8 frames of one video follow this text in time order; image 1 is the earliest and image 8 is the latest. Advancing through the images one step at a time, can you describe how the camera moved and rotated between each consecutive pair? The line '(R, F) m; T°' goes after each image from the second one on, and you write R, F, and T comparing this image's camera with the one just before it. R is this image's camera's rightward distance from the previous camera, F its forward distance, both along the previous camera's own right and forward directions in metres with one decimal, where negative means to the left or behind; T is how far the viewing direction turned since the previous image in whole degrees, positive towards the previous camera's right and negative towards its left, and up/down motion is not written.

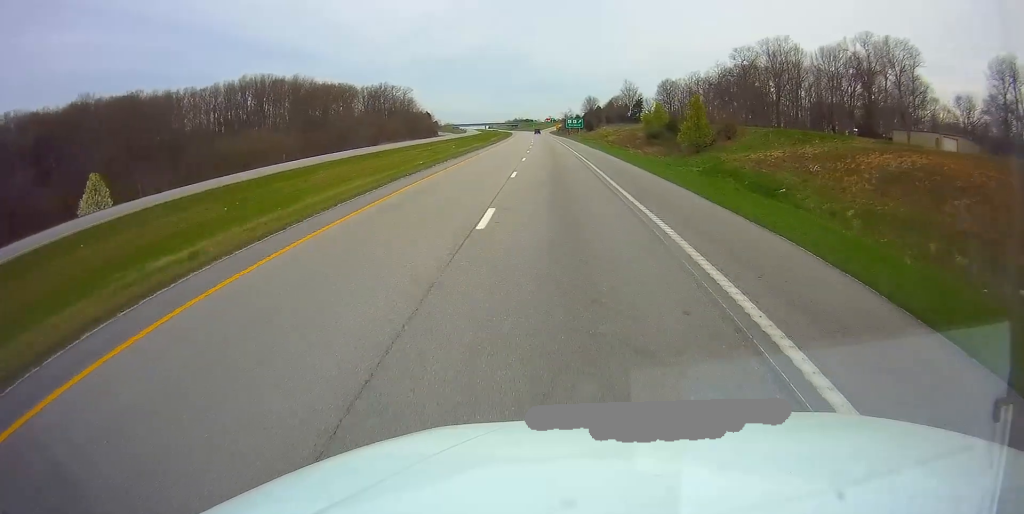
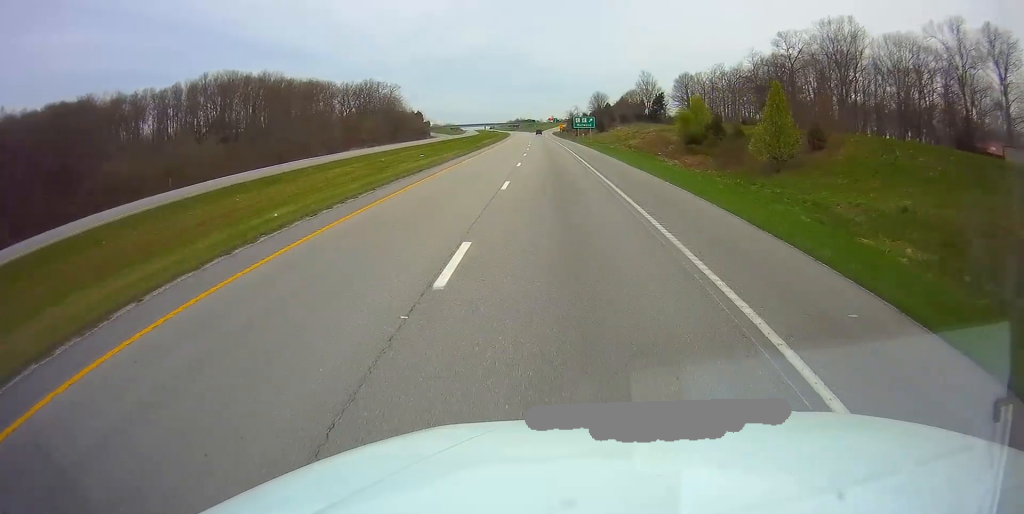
(-0.1, +28.7) m; 0°
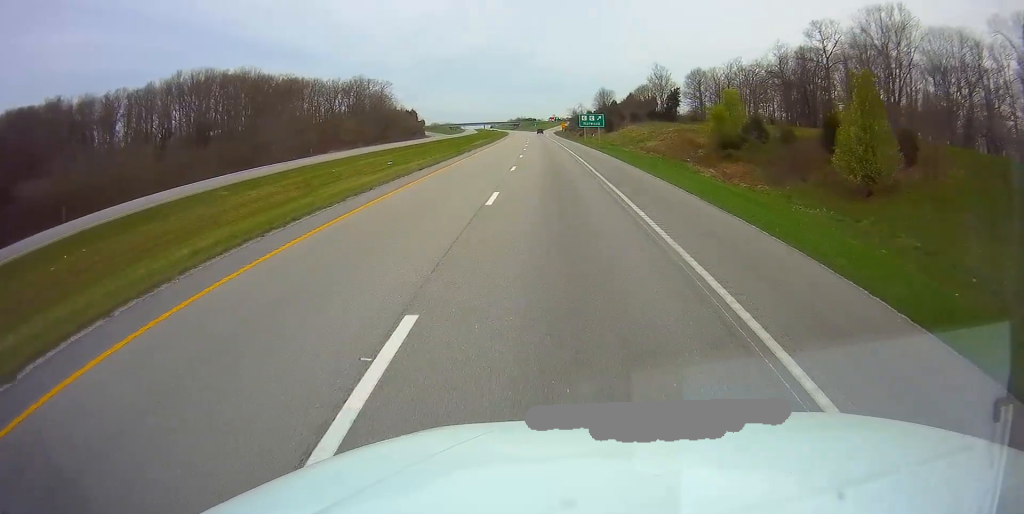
(0.0, +16.4) m; 0°
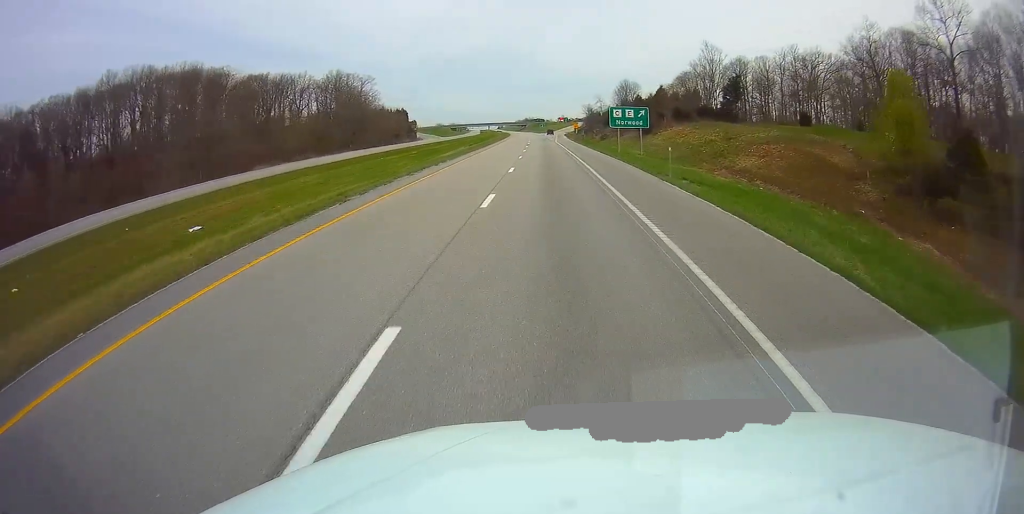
(-0.3, +36.9) m; -1°
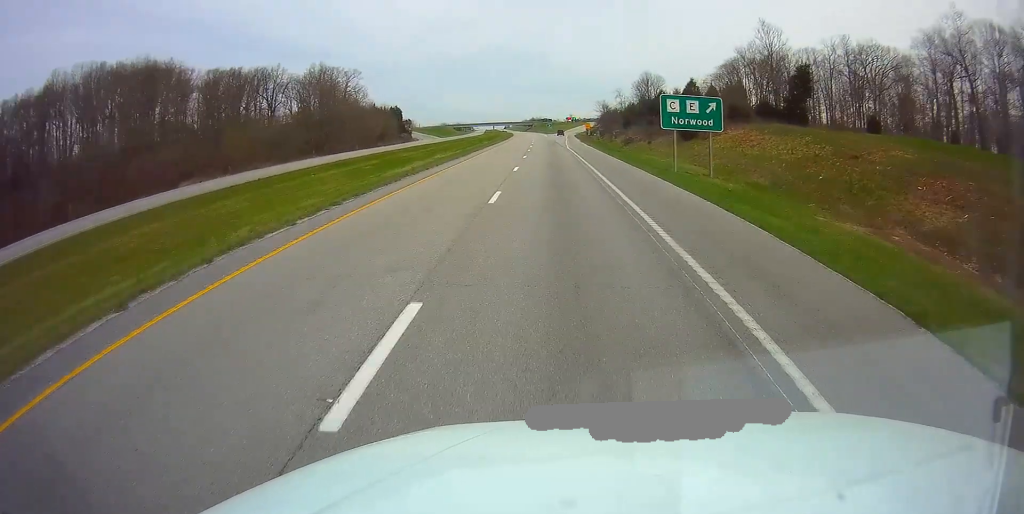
(-0.2, +23.4) m; 0°
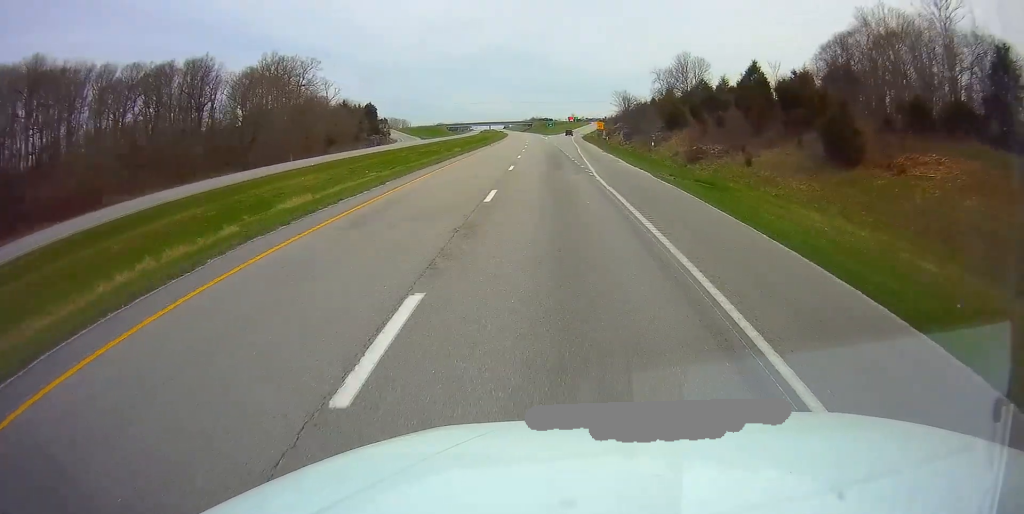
(0.0, +35.7) m; 0°
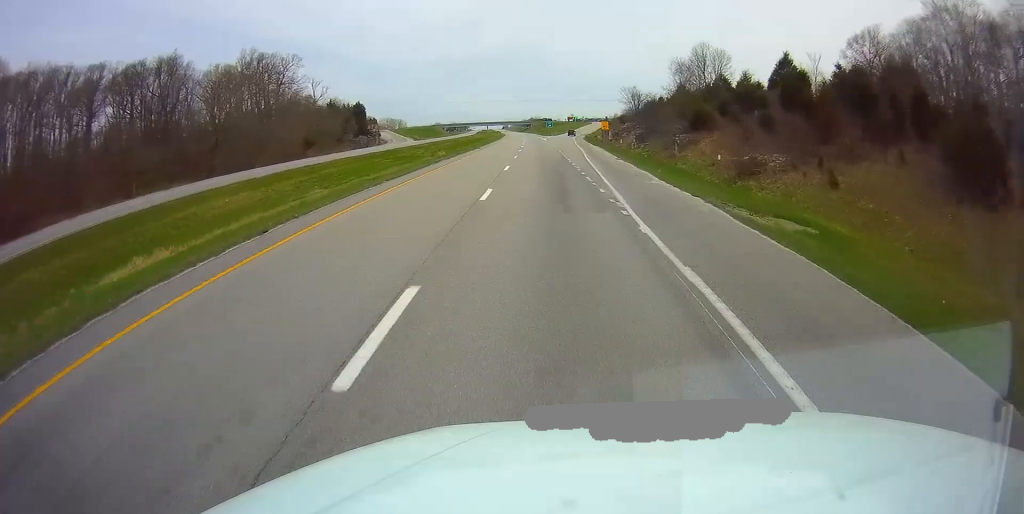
(0.0, +11.6) m; 0°
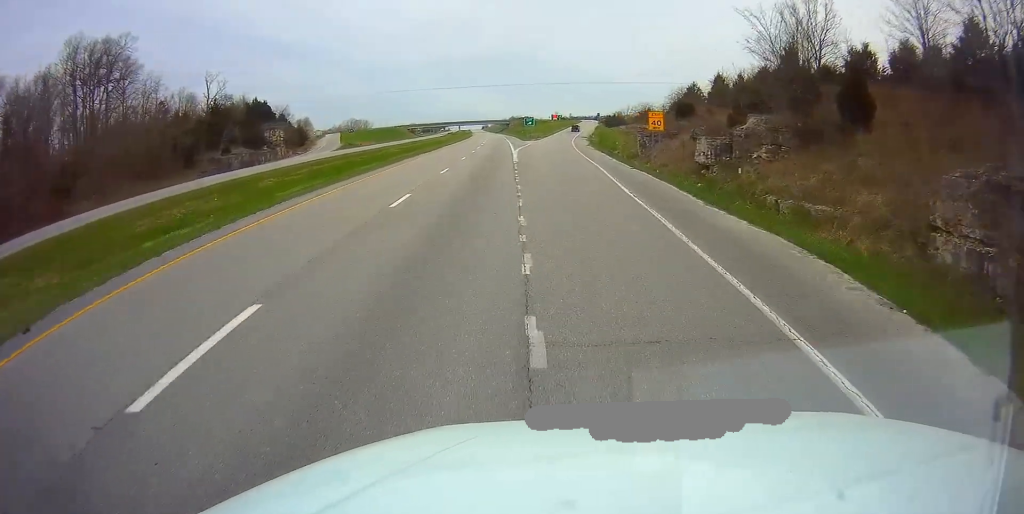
(+0.8, +60.7) m; +2°
